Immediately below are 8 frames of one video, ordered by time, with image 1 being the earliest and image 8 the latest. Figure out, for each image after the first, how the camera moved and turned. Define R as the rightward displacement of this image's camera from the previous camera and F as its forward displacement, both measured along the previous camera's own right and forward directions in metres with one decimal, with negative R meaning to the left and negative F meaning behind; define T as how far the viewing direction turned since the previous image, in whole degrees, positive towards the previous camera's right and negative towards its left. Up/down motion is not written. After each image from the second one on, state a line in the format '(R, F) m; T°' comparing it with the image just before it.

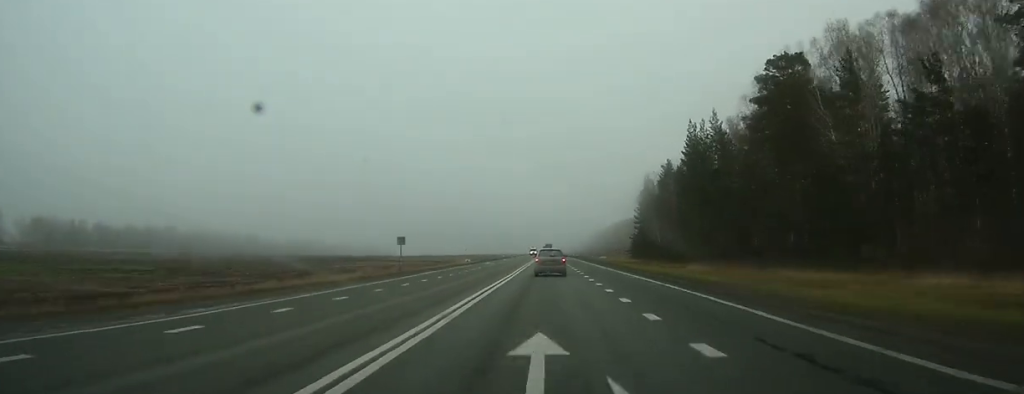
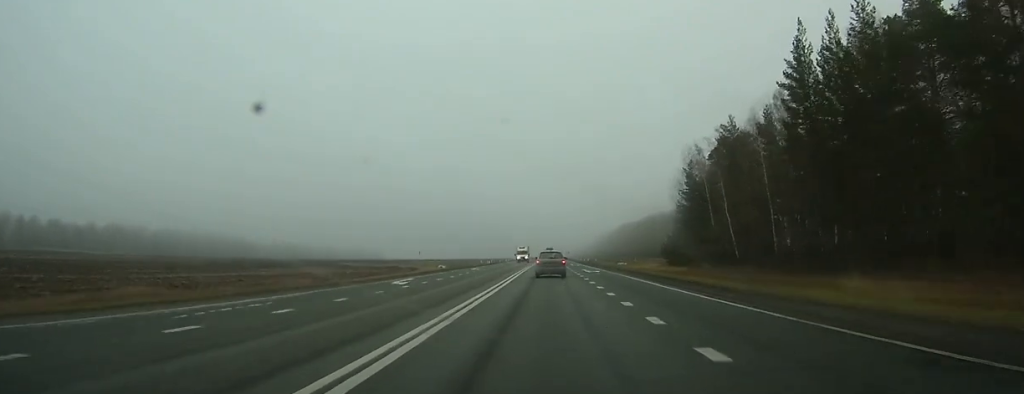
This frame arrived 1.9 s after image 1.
(+0.1, +40.9) m; 0°
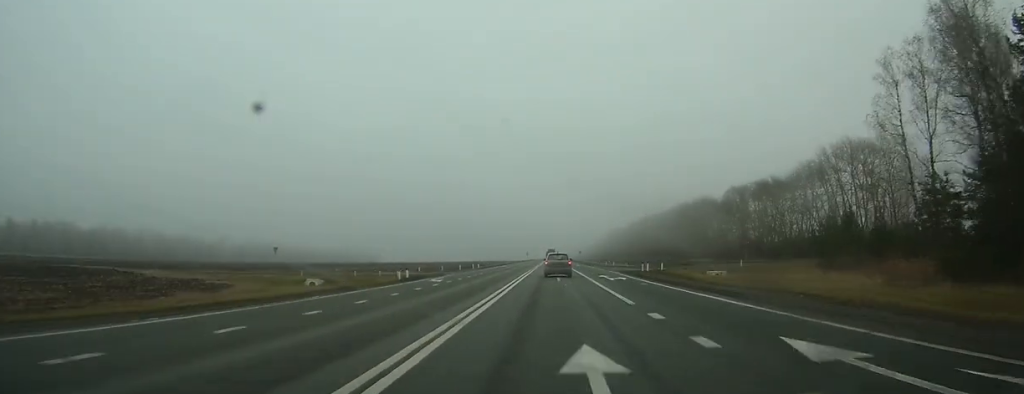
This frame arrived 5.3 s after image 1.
(-0.2, +67.9) m; 0°
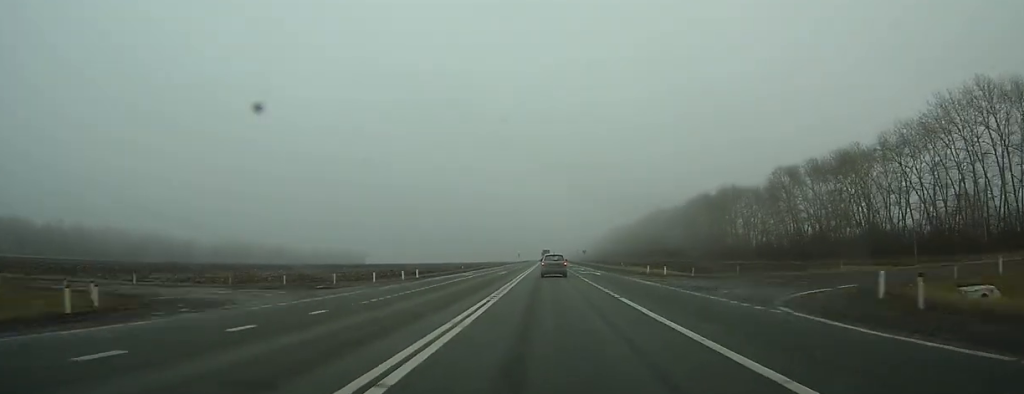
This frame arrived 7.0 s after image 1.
(0.0, +36.8) m; 0°
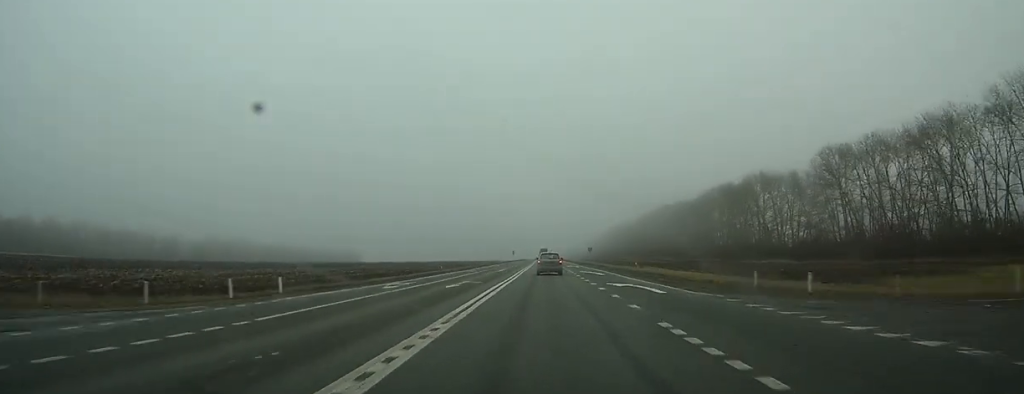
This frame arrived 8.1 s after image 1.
(-0.1, +24.5) m; 0°
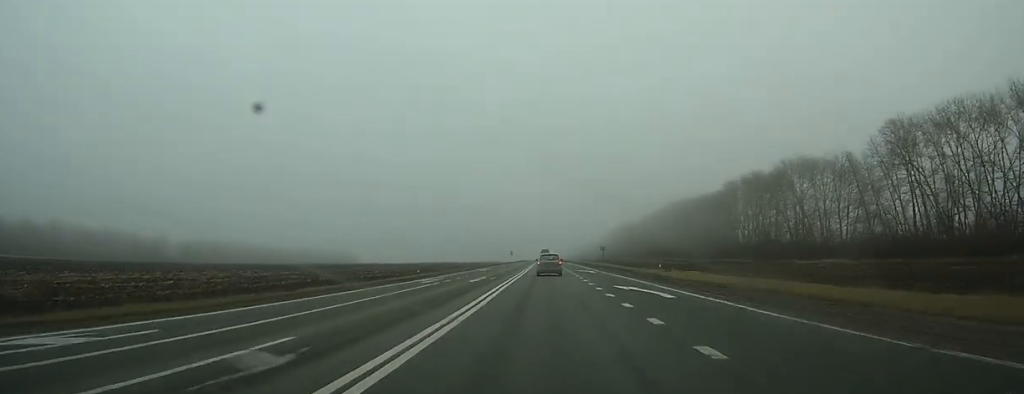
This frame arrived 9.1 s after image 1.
(+0.1, +22.3) m; 0°
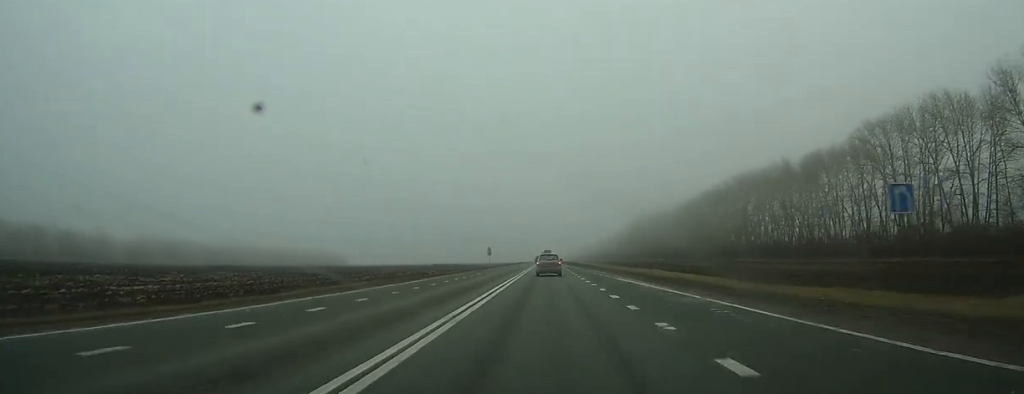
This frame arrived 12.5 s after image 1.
(+0.1, +75.9) m; 0°
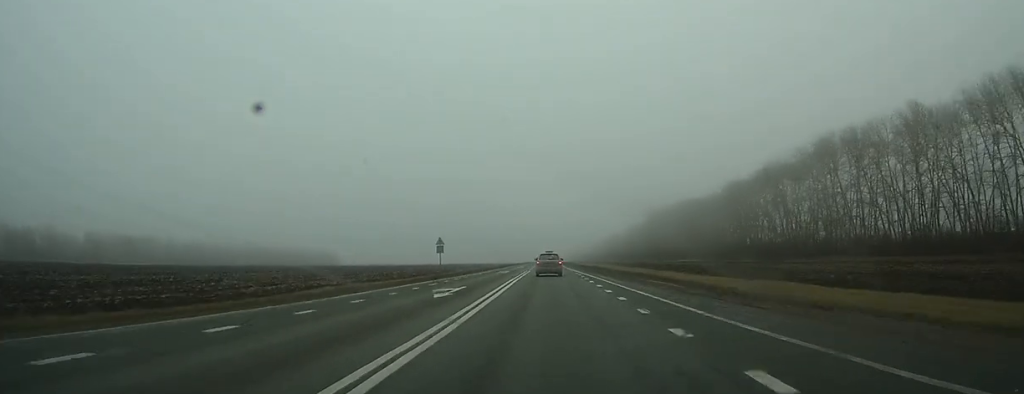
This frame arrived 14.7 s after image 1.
(-0.1, +52.7) m; 0°
